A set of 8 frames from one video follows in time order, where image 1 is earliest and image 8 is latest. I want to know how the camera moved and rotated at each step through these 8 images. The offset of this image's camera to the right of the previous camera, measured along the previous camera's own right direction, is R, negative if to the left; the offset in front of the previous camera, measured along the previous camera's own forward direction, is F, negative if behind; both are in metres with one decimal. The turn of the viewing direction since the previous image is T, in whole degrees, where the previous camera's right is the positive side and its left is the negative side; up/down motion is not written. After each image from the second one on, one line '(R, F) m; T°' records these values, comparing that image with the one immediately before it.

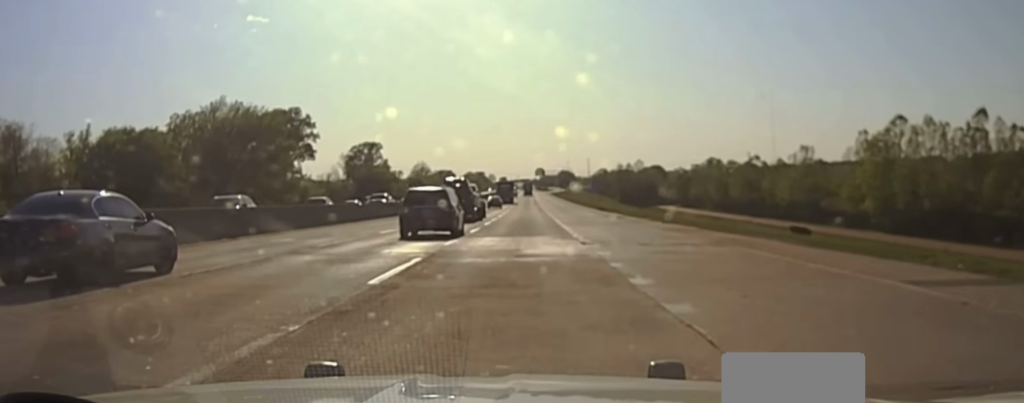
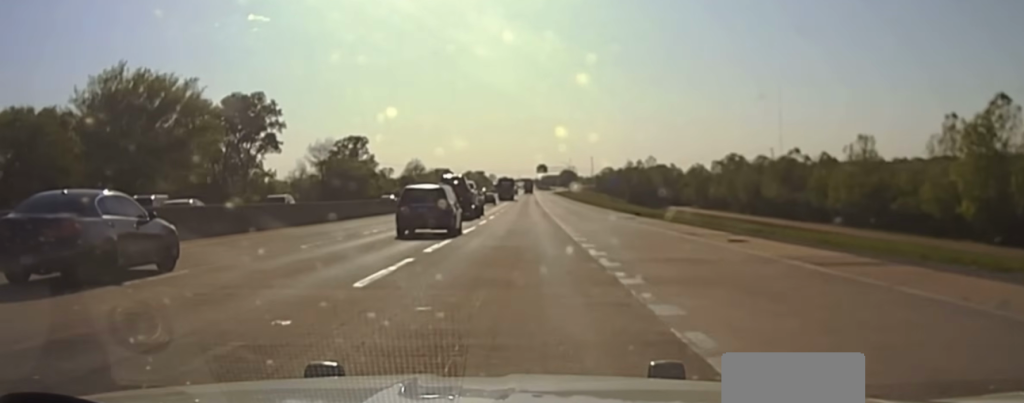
(0.0, +36.8) m; 0°
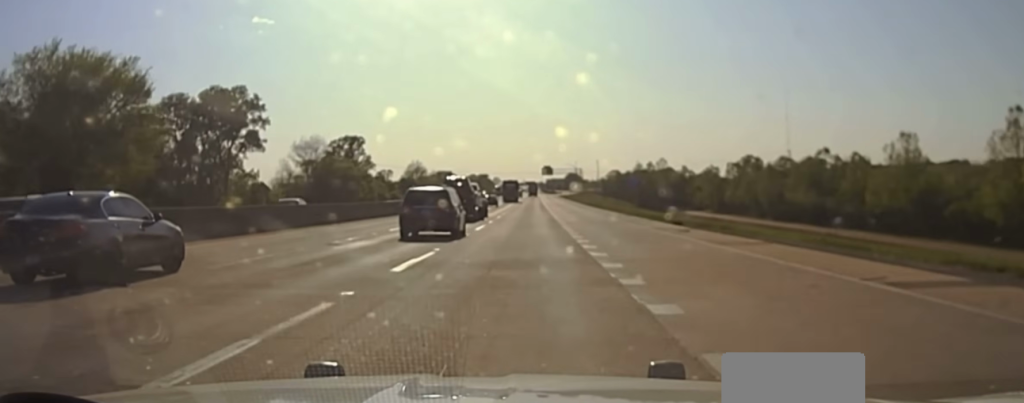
(0.0, +17.2) m; 0°
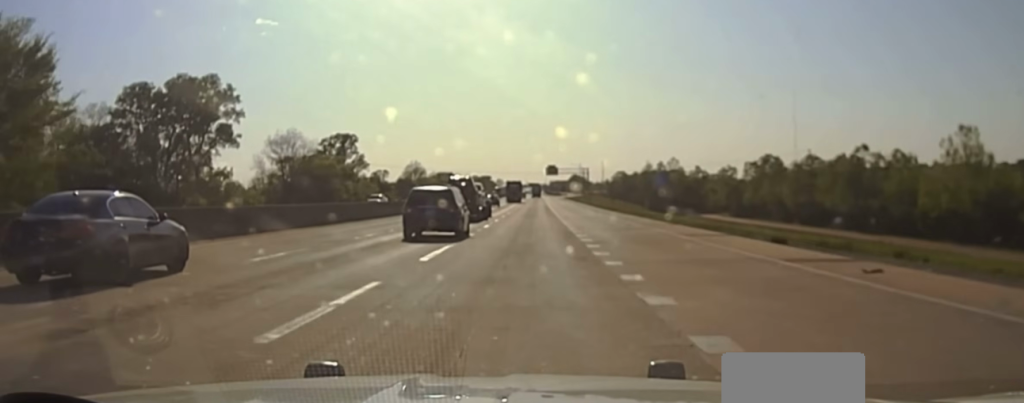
(0.0, +21.4) m; 0°
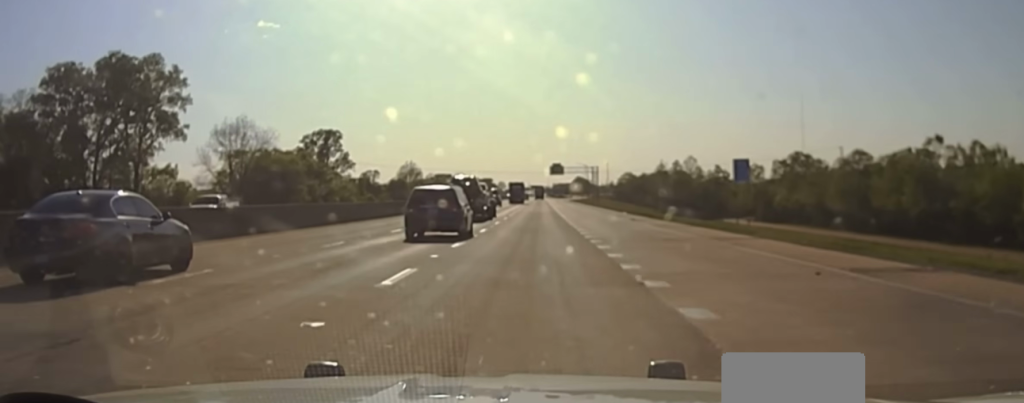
(0.0, +30.2) m; -1°
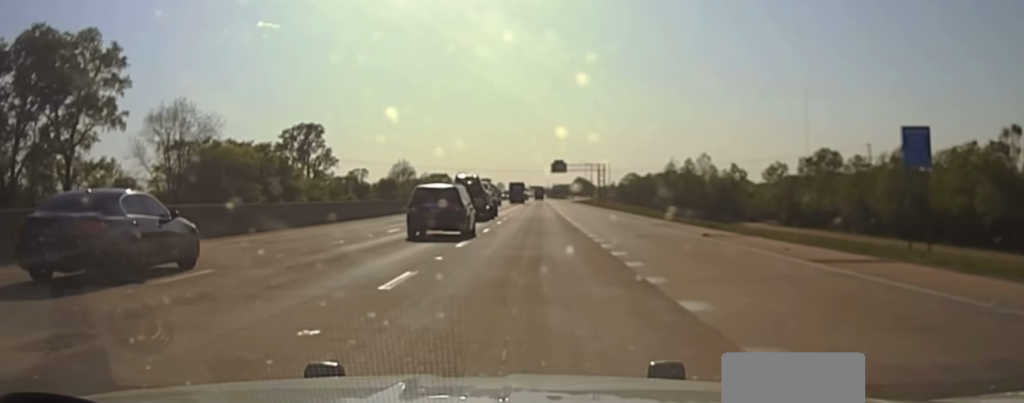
(-0.5, +24.8) m; 0°
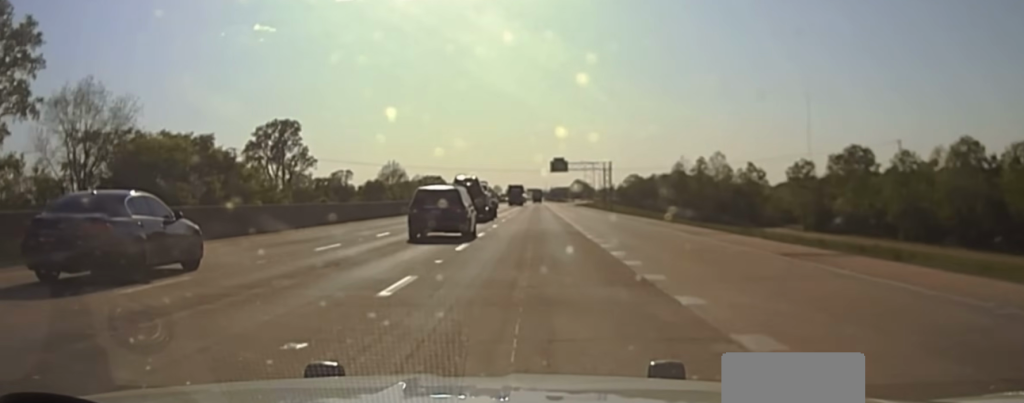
(+0.3, +24.8) m; +1°
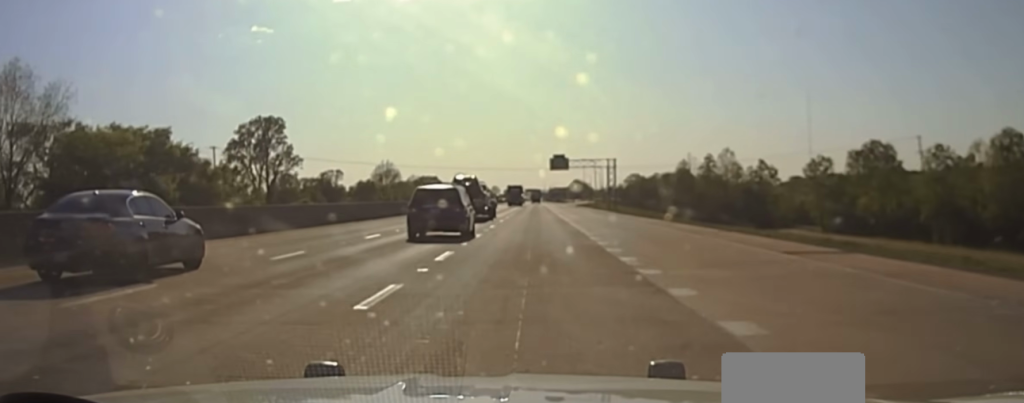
(+0.1, +13.6) m; 0°
